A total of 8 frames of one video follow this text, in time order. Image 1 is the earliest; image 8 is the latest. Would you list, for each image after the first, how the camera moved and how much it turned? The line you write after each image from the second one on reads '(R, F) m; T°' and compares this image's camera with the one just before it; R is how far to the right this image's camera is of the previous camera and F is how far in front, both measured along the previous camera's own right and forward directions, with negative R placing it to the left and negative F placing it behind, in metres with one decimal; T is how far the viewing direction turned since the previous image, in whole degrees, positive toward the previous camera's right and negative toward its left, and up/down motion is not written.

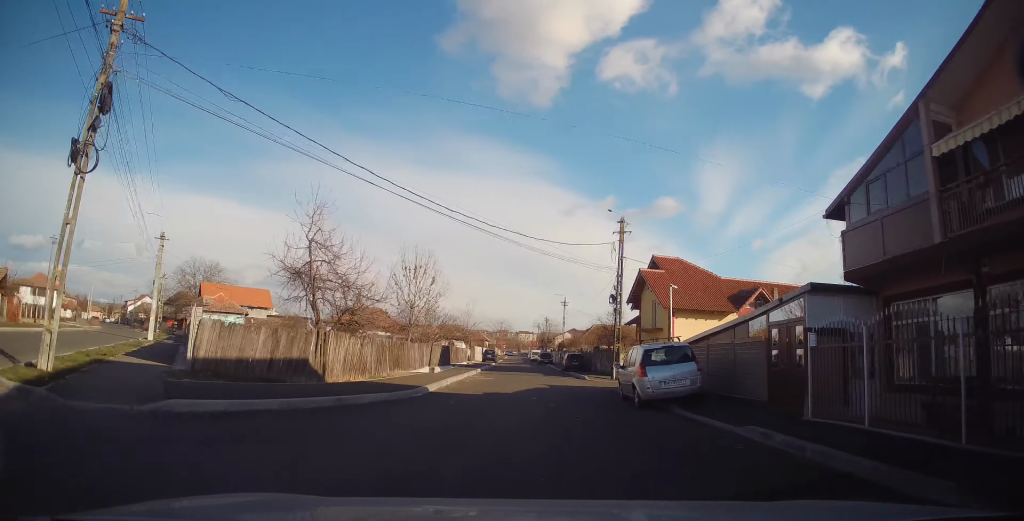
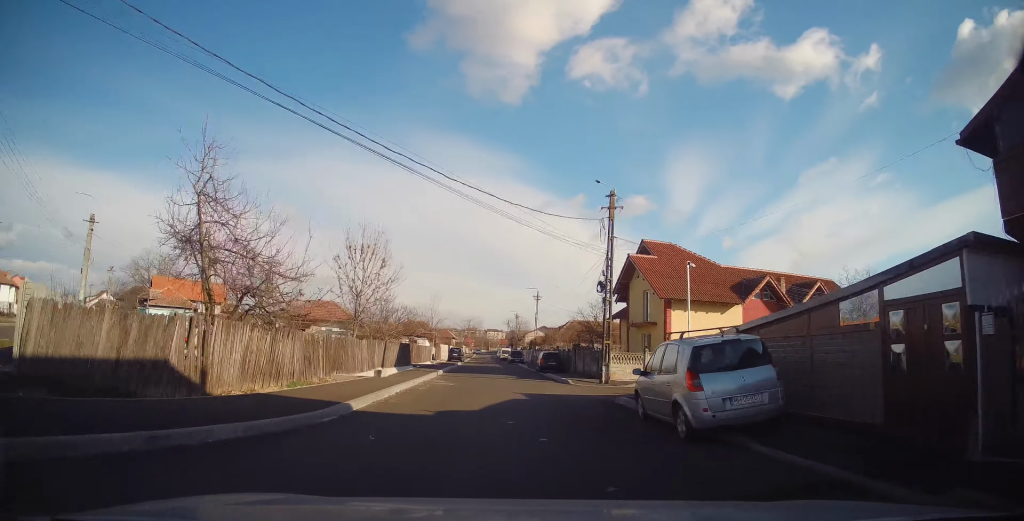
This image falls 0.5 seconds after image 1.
(+0.3, +5.7) m; +4°
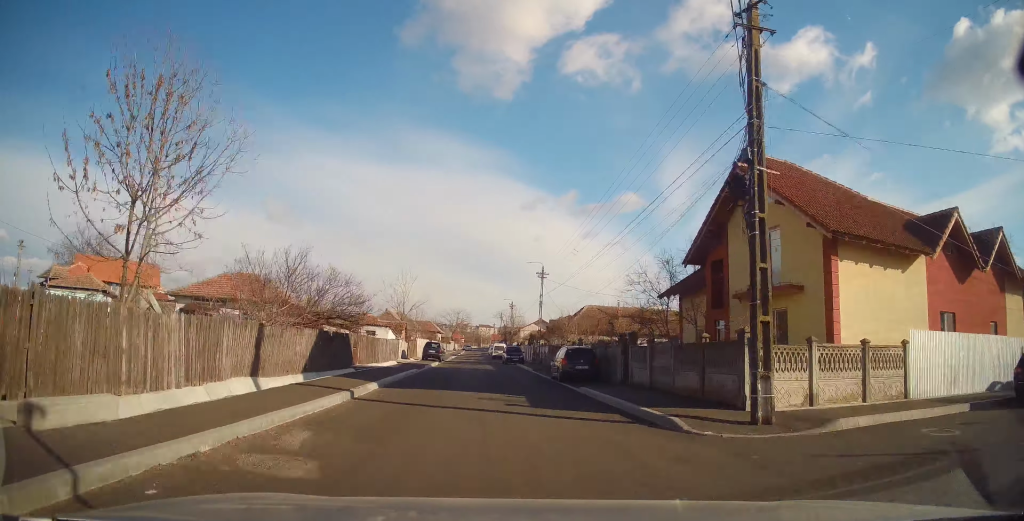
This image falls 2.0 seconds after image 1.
(+0.6, +15.5) m; +2°
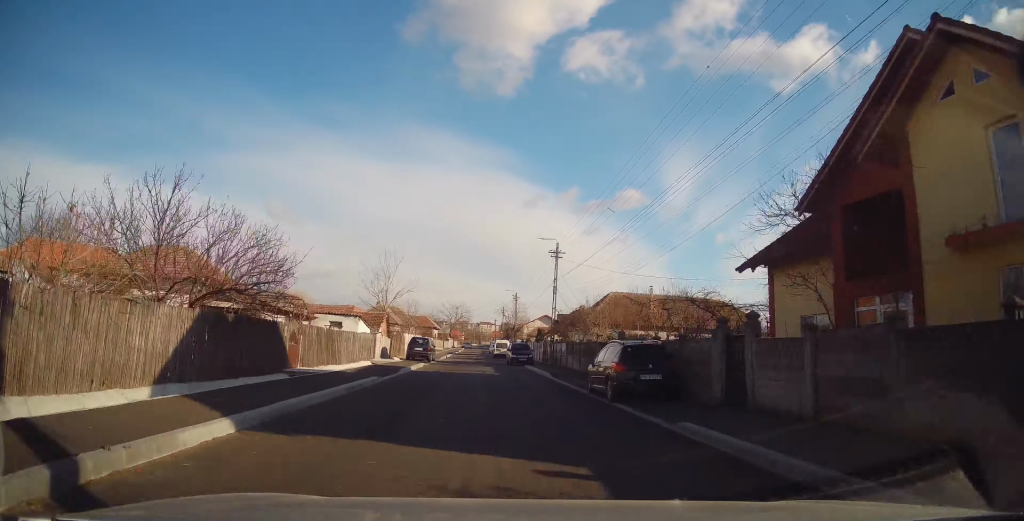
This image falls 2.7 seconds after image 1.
(0.0, +8.6) m; 0°
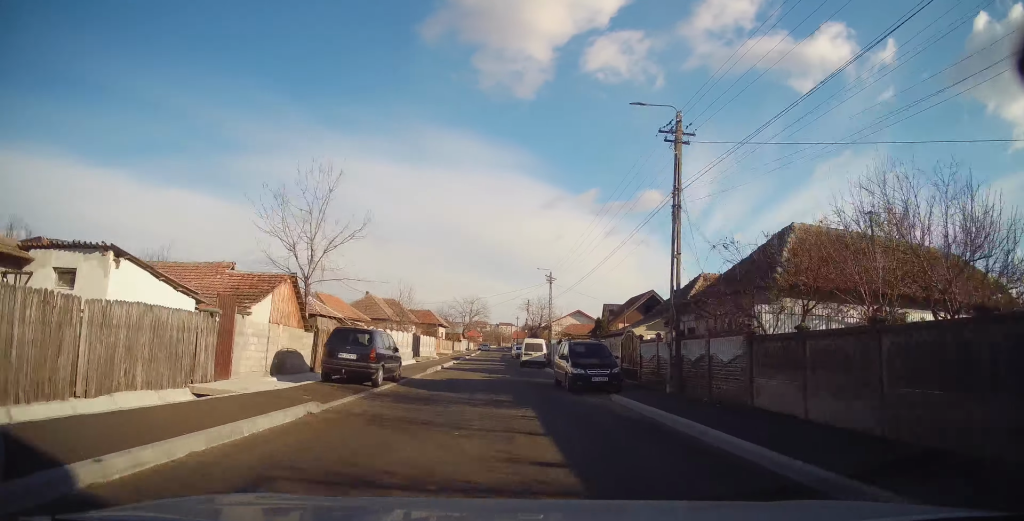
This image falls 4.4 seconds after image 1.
(0.0, +21.2) m; 0°
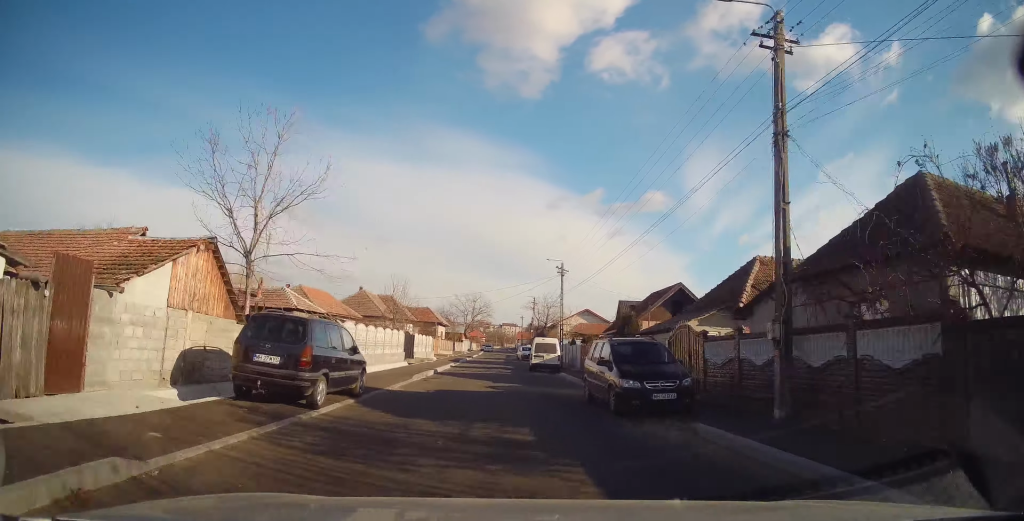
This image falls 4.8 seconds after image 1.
(0.0, +6.1) m; -1°
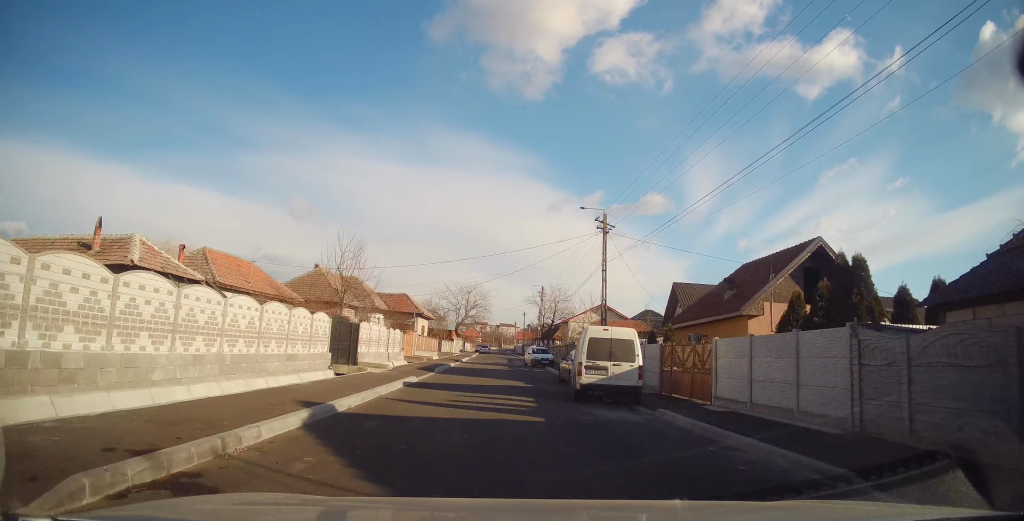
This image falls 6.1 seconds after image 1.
(-0.5, +16.6) m; -1°
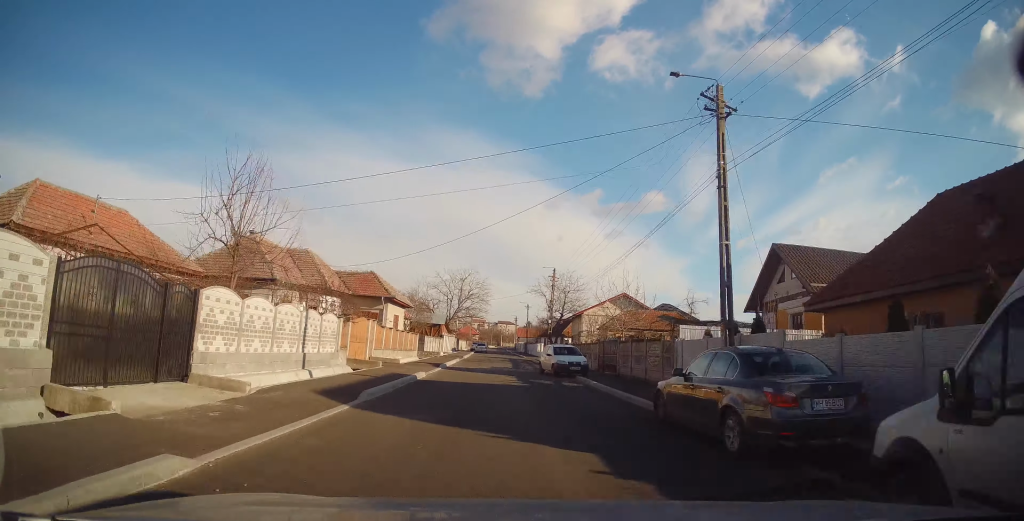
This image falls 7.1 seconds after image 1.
(+0.3, +14.1) m; +2°
